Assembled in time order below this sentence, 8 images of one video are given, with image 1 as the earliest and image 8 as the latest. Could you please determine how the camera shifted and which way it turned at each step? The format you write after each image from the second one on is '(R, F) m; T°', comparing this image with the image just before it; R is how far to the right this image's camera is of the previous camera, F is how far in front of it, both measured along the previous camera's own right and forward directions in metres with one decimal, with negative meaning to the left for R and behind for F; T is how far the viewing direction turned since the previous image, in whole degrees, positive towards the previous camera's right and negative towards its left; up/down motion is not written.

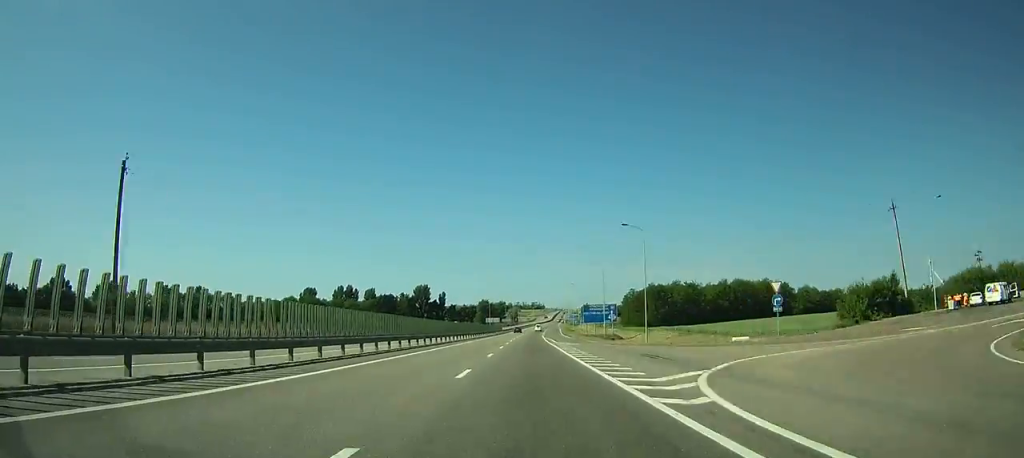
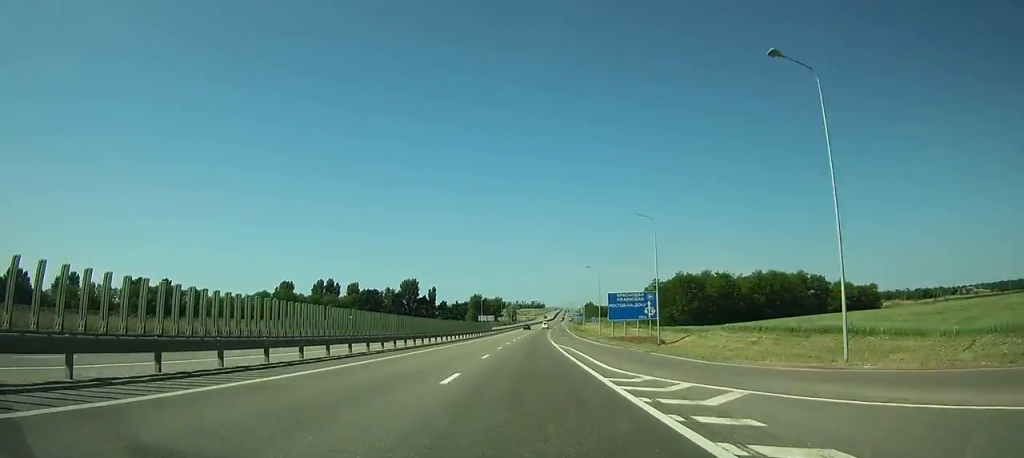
(0.0, +35.6) m; 0°
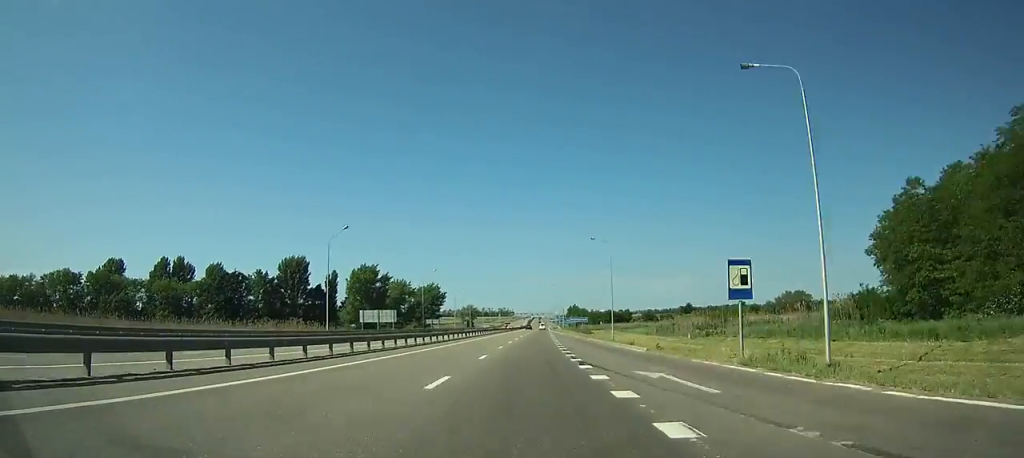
(+2.0, +136.6) m; +2°
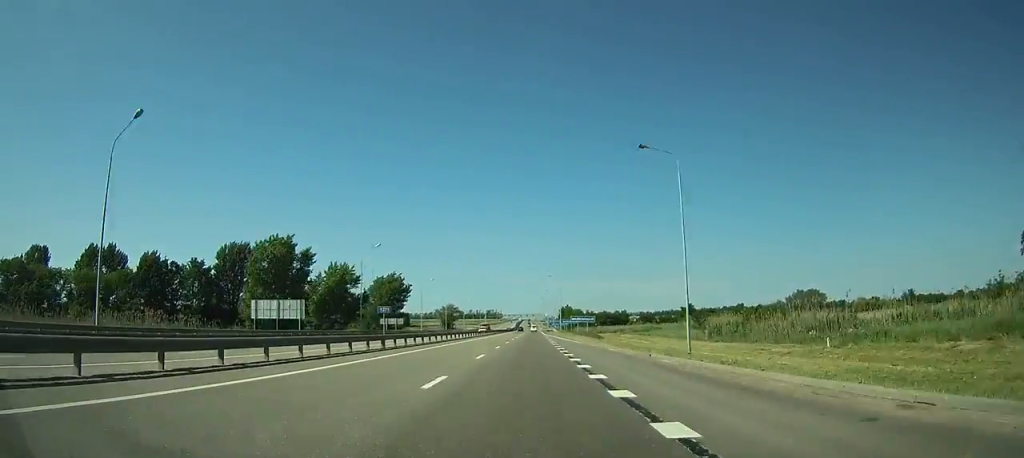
(+0.2, +36.7) m; +1°
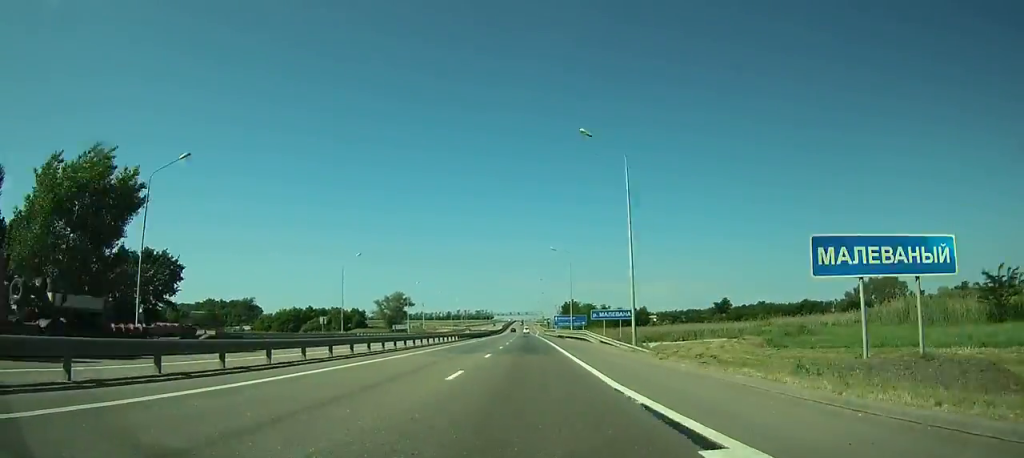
(+1.2, +93.7) m; +1°
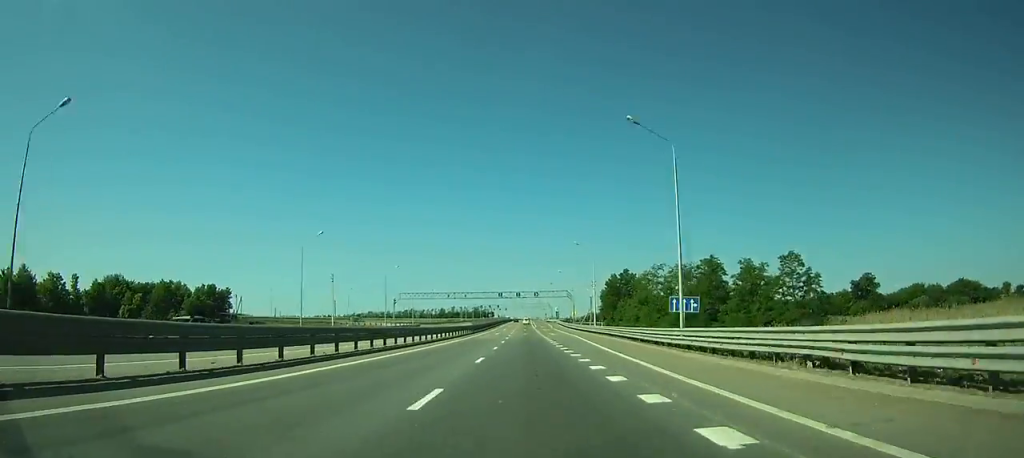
(-0.9, +145.8) m; 0°
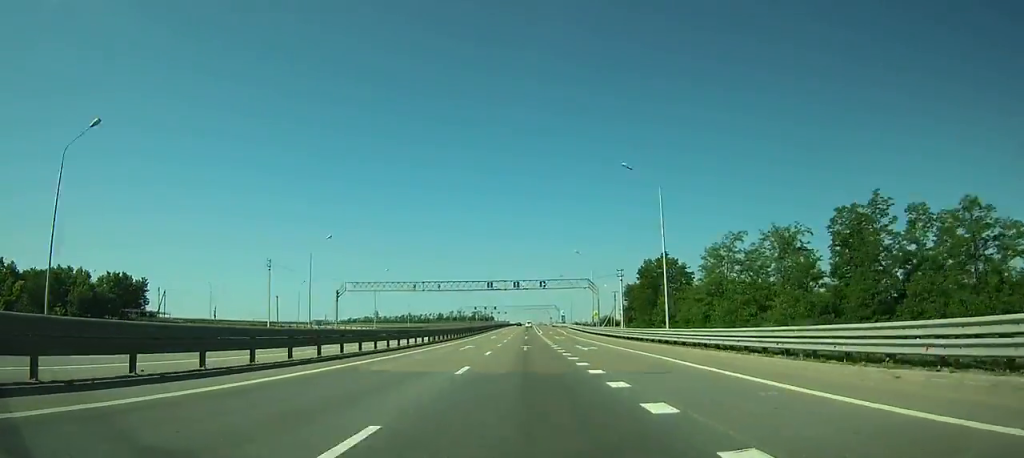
(0.0, +40.2) m; 0°
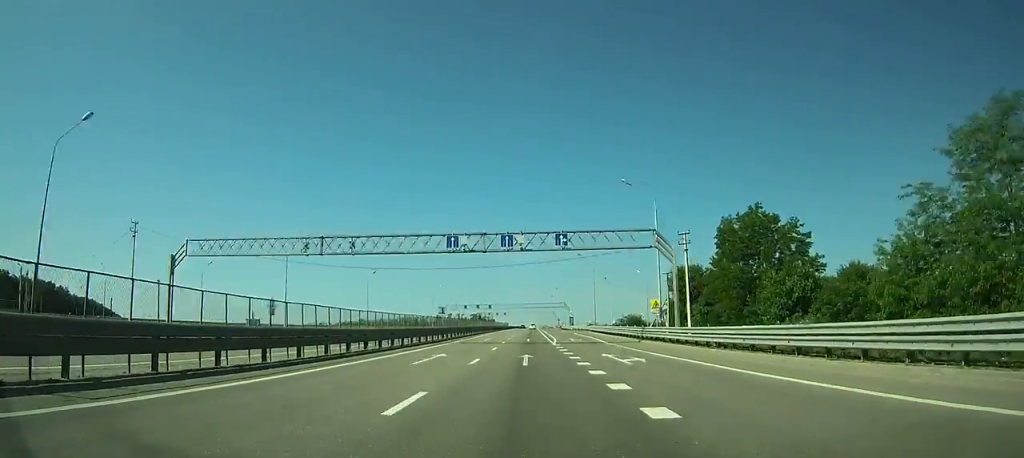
(0.0, +44.8) m; 0°
